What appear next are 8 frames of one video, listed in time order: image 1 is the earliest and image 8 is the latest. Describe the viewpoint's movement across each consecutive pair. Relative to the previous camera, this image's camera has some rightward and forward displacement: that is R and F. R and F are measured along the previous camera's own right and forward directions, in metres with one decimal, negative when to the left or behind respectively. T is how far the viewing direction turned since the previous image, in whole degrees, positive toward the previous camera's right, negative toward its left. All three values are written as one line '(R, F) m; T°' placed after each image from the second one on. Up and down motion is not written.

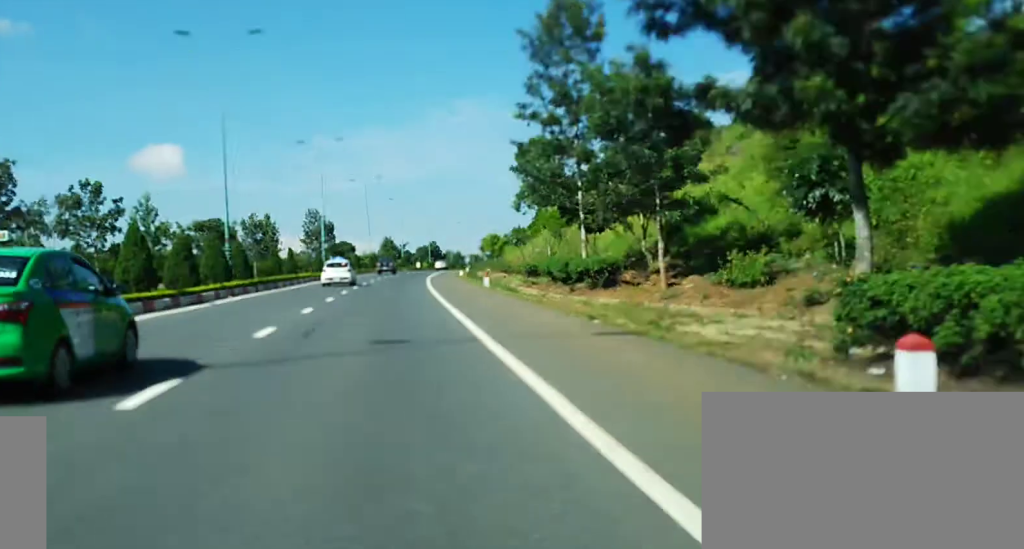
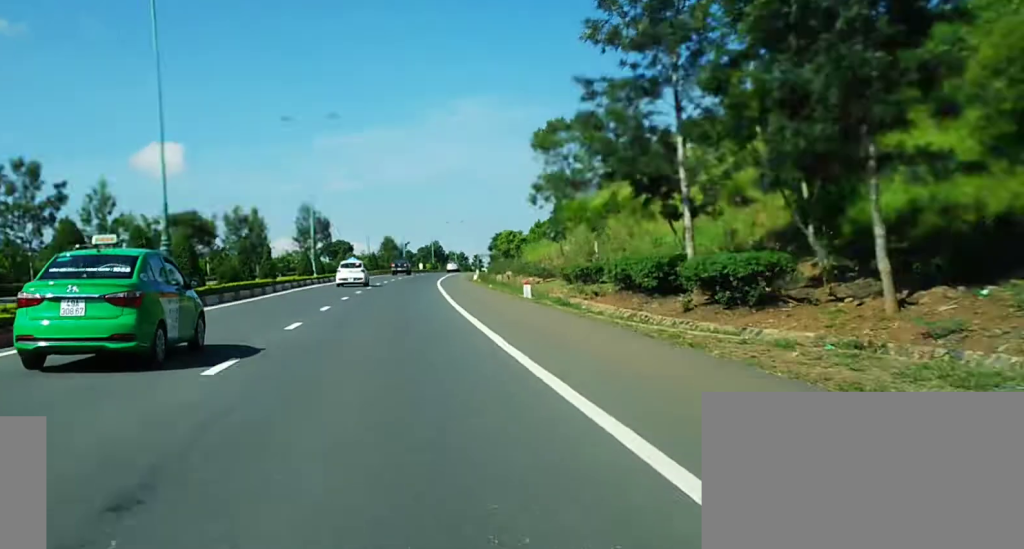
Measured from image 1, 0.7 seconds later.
(0.0, +13.6) m; 0°
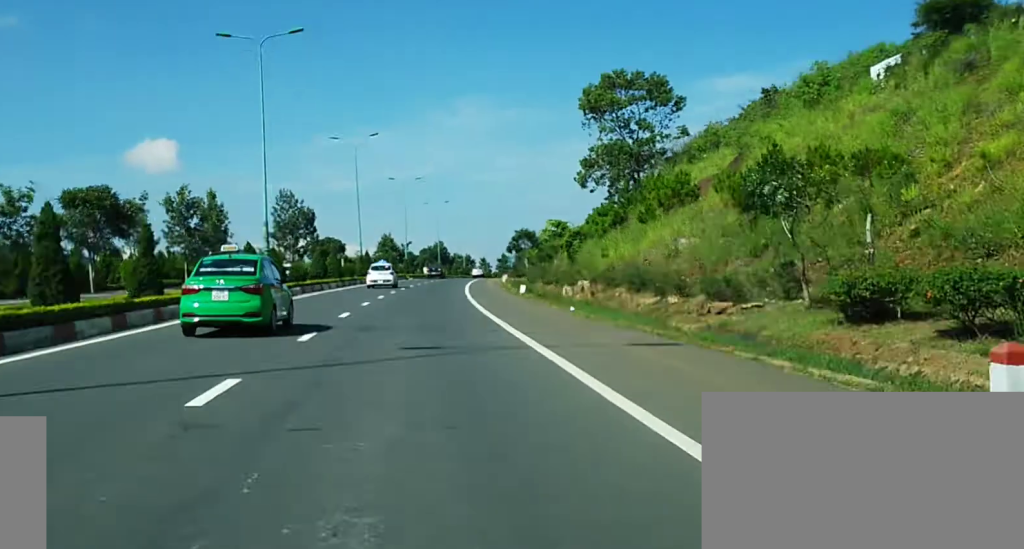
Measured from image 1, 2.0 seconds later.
(-0.2, +27.1) m; 0°
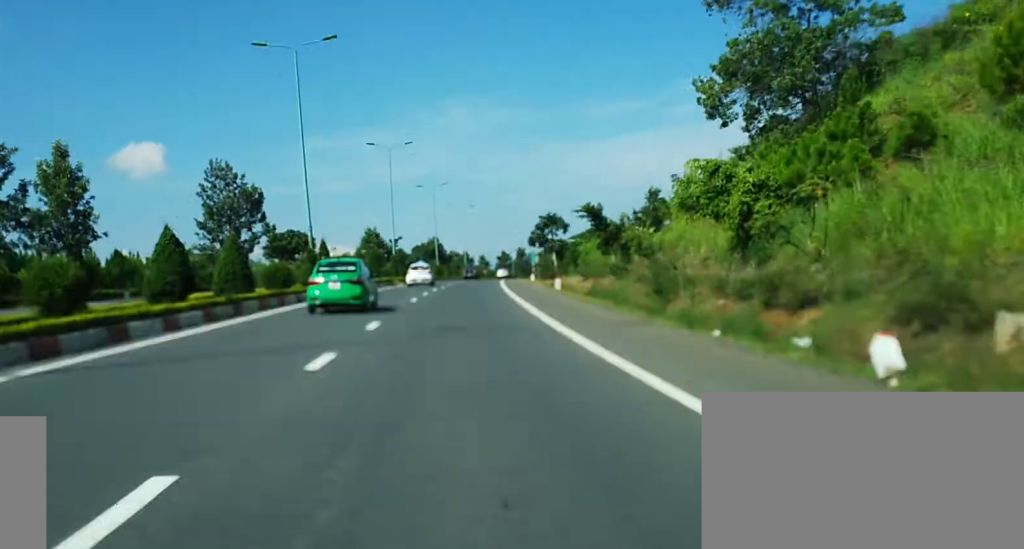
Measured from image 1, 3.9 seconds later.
(+0.7, +37.8) m; +2°
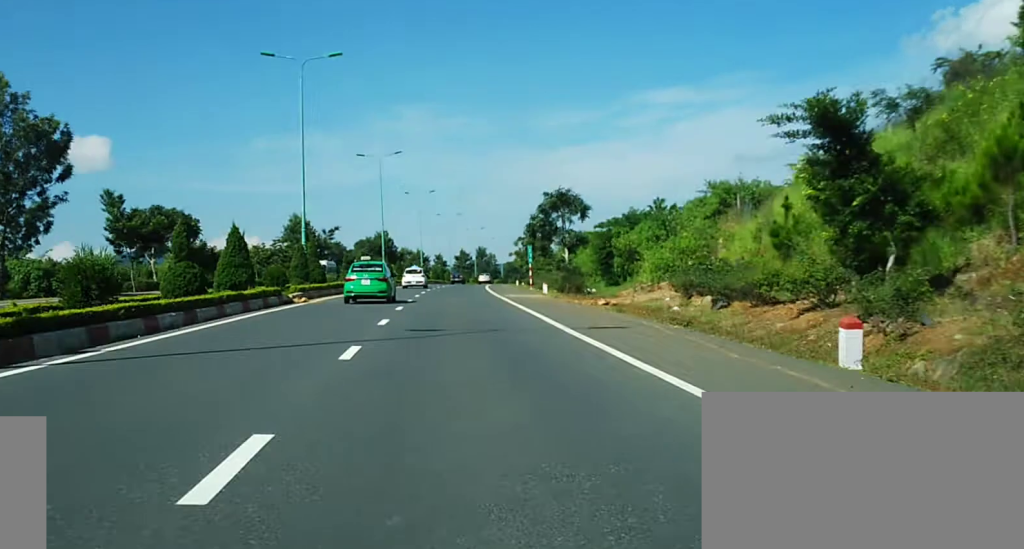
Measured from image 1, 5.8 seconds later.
(+1.2, +37.9) m; +3°
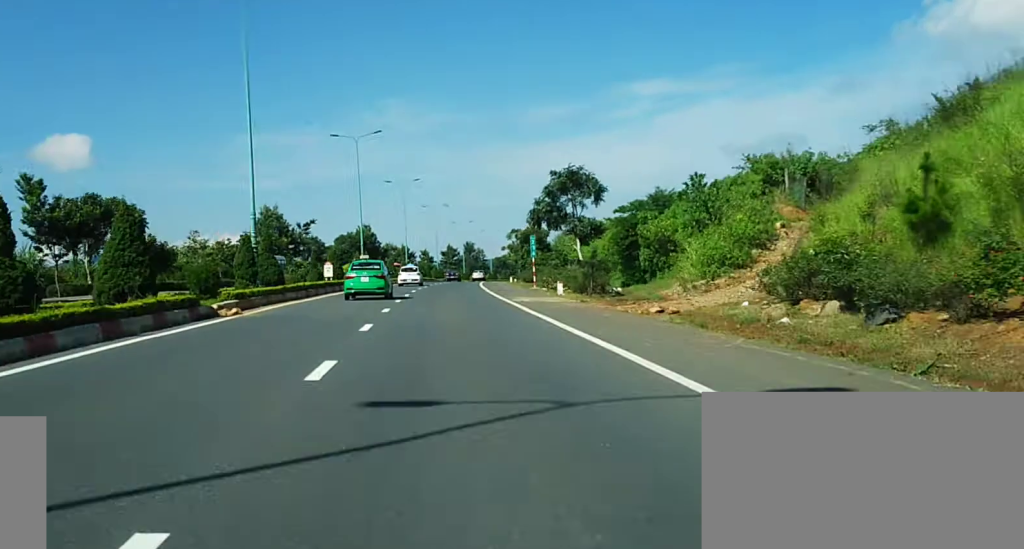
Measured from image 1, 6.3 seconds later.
(+0.1, +10.9) m; 0°
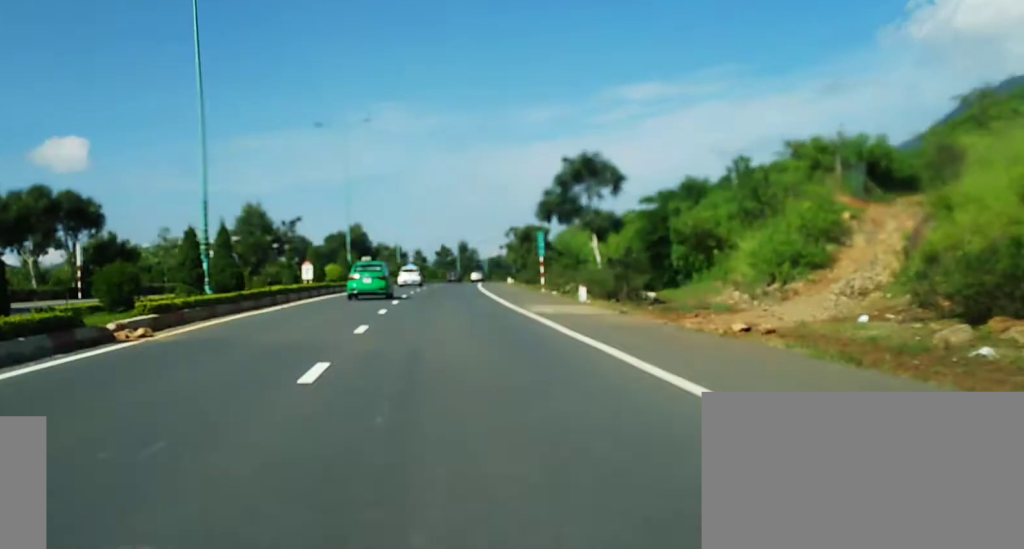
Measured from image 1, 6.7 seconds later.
(0.0, +8.2) m; 0°
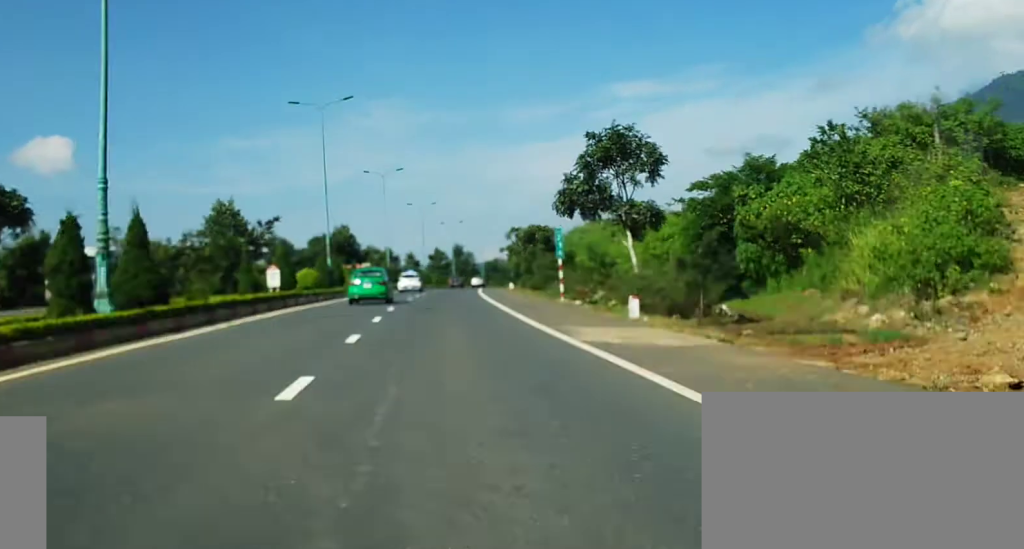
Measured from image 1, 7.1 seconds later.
(0.0, +8.2) m; 0°
